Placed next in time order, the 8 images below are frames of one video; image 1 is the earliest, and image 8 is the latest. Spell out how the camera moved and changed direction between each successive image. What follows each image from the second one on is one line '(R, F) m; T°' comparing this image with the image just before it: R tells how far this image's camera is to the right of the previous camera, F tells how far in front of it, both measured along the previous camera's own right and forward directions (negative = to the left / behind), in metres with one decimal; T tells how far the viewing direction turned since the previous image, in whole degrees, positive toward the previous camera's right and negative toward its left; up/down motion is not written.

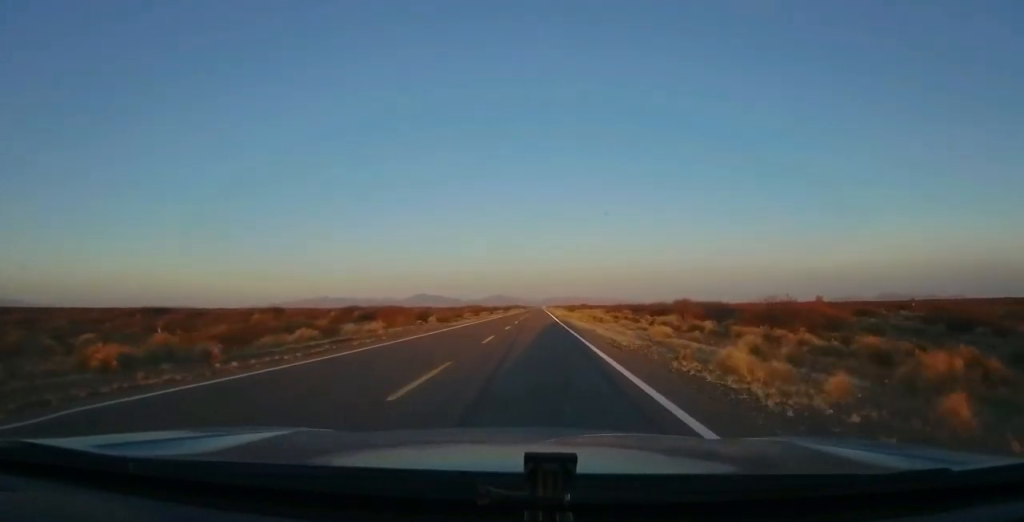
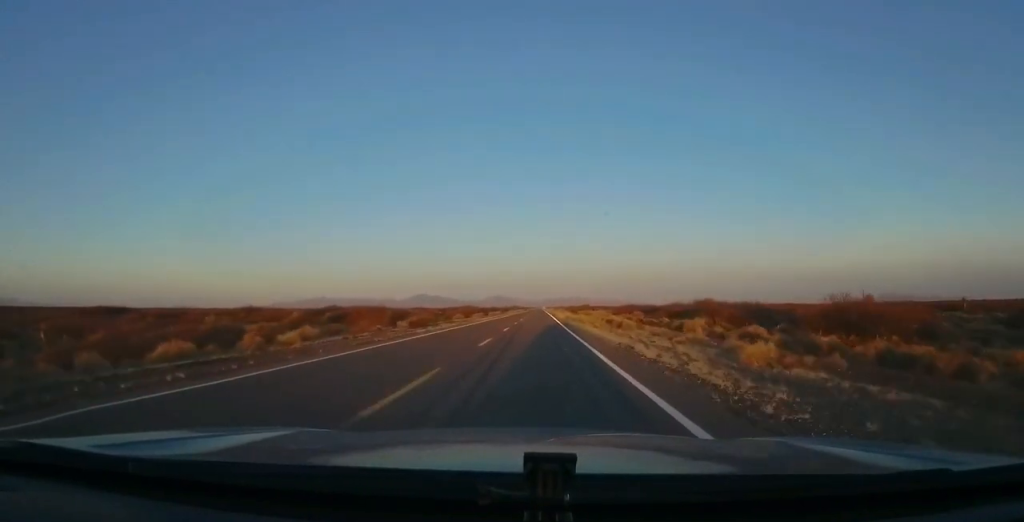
(0.0, +12.8) m; 0°
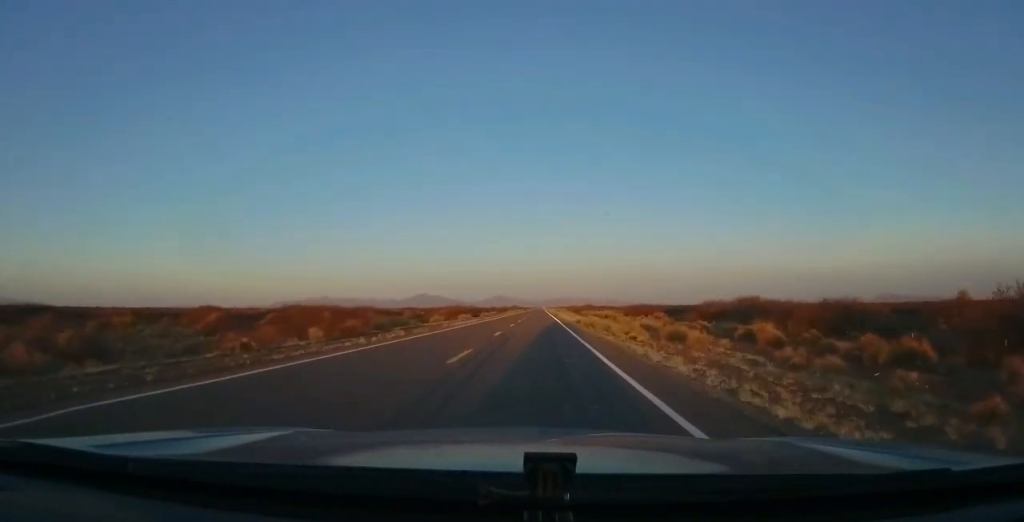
(0.0, +17.7) m; -1°
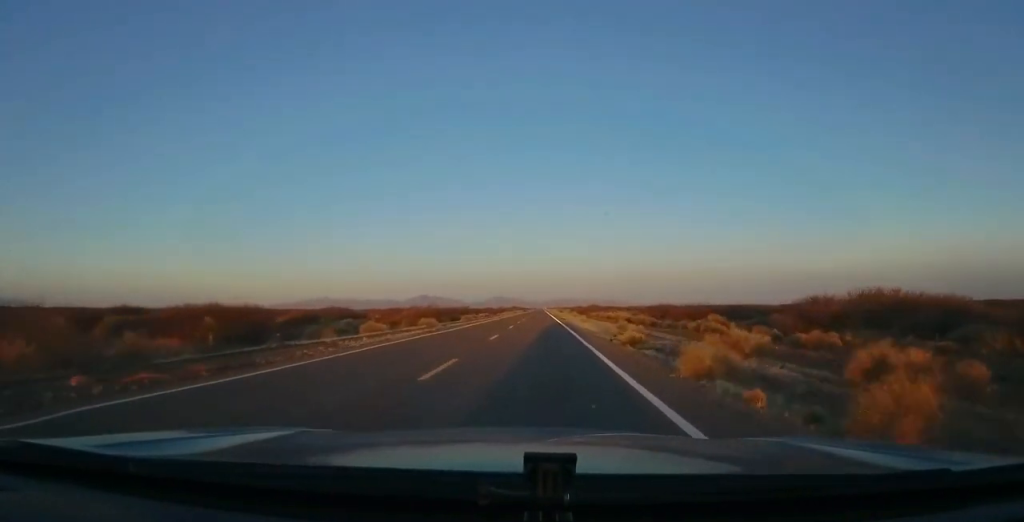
(-0.3, +26.5) m; 0°
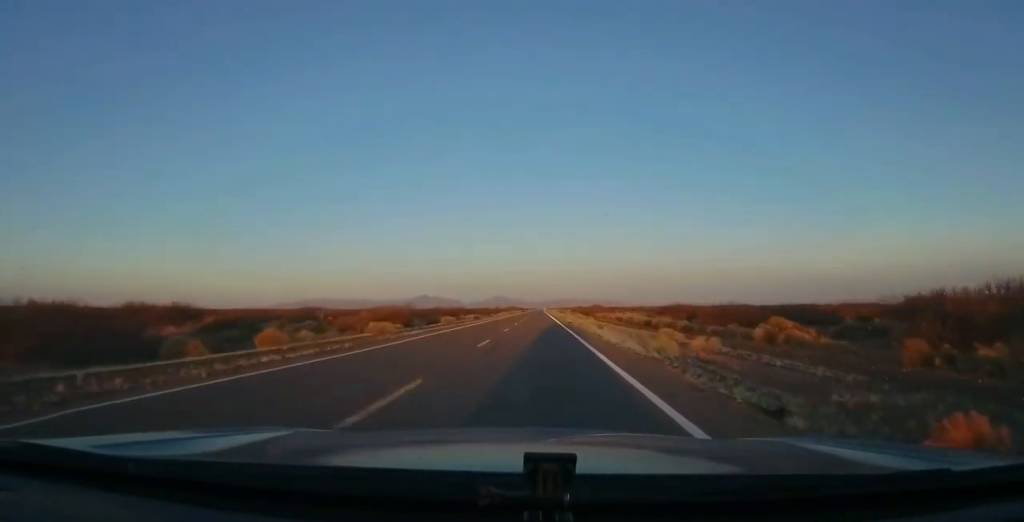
(-0.1, +15.7) m; 0°
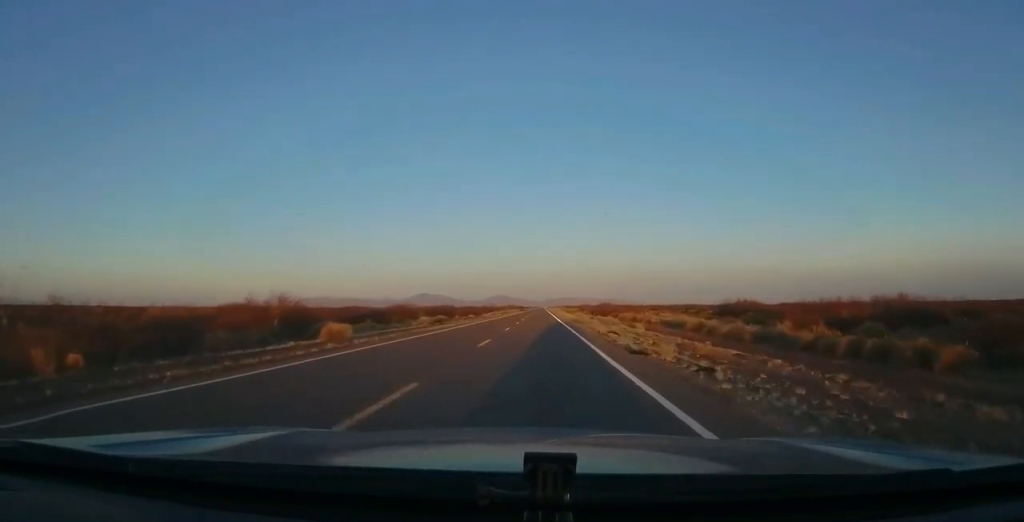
(+0.6, +36.3) m; +1°
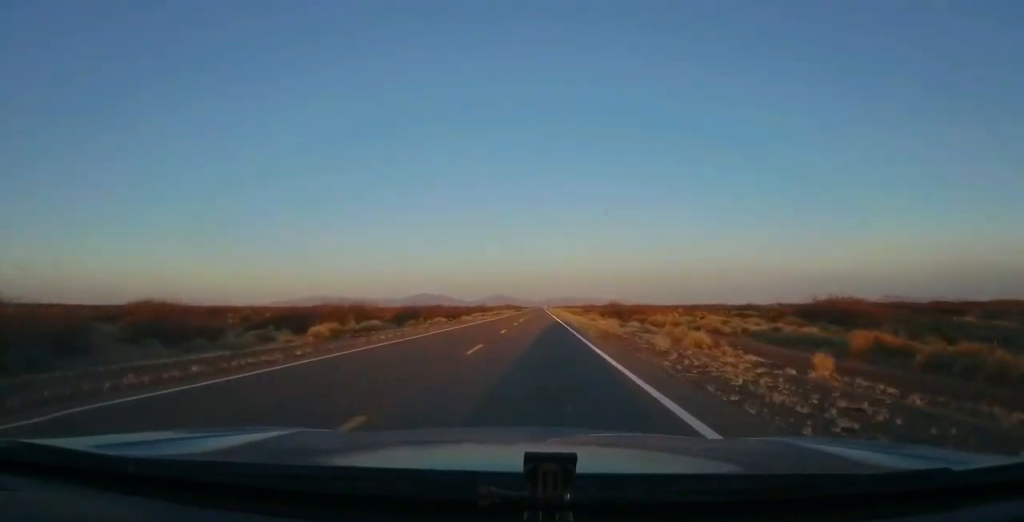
(-0.1, +26.5) m; -1°
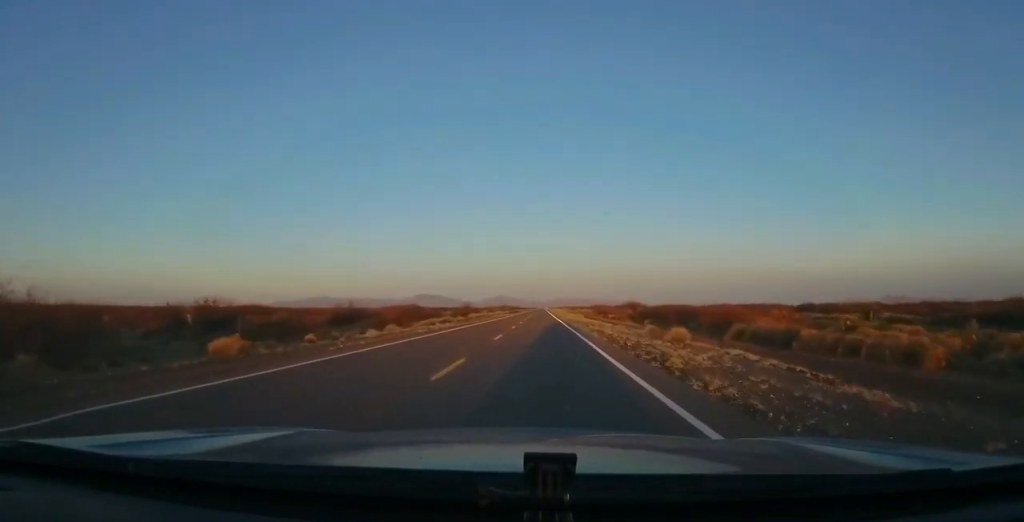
(-0.1, +40.0) m; +1°
